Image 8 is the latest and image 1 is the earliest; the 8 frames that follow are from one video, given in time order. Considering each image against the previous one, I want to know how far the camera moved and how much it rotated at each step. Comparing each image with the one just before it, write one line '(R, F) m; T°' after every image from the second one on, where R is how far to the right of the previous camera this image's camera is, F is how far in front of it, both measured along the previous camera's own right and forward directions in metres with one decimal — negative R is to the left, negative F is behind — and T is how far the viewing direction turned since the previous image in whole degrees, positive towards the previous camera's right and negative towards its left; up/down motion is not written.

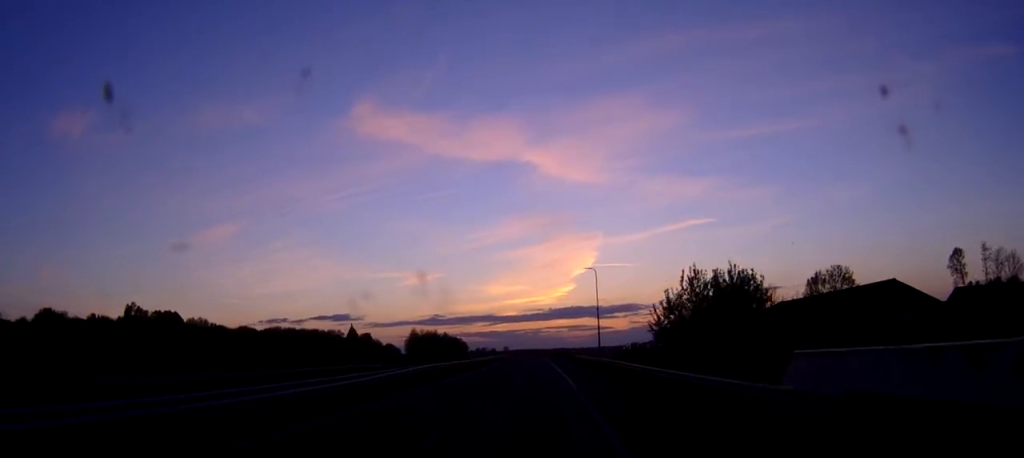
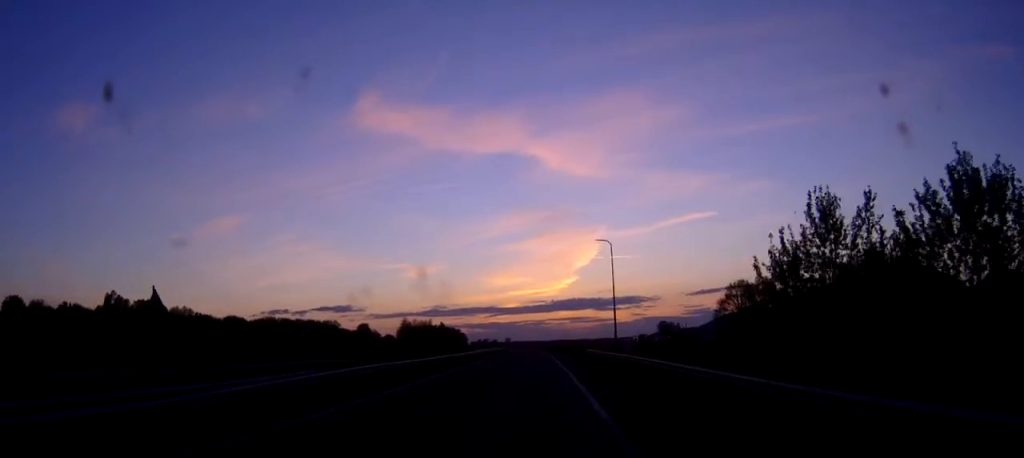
(0.0, +16.4) m; 0°
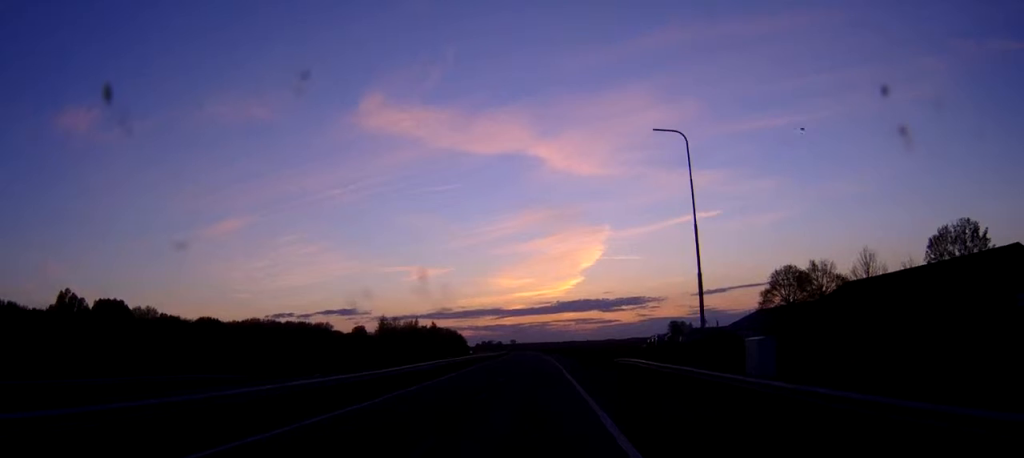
(-0.1, +33.7) m; -1°
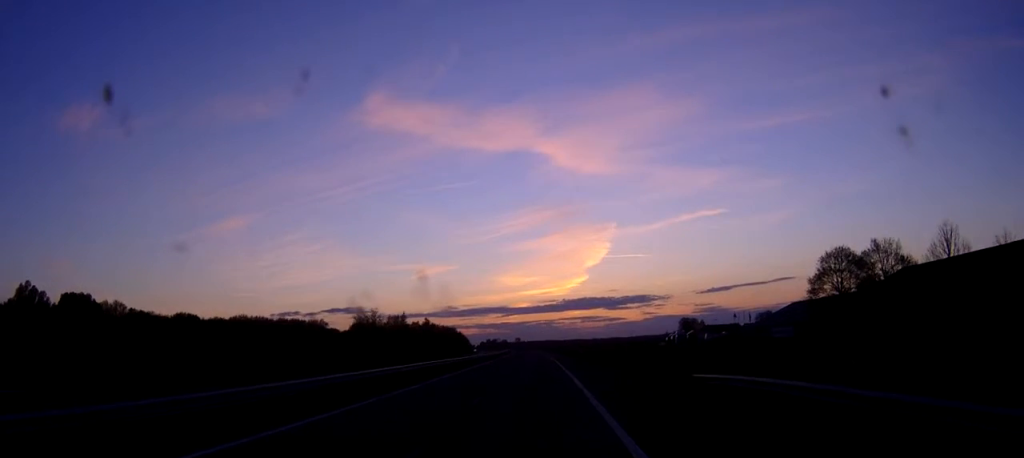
(-0.2, +25.9) m; -1°
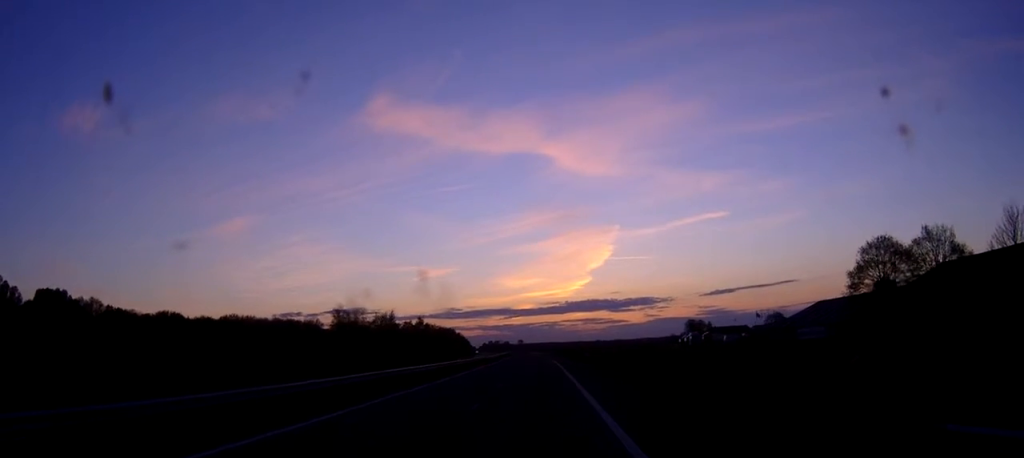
(-0.1, +16.3) m; 0°
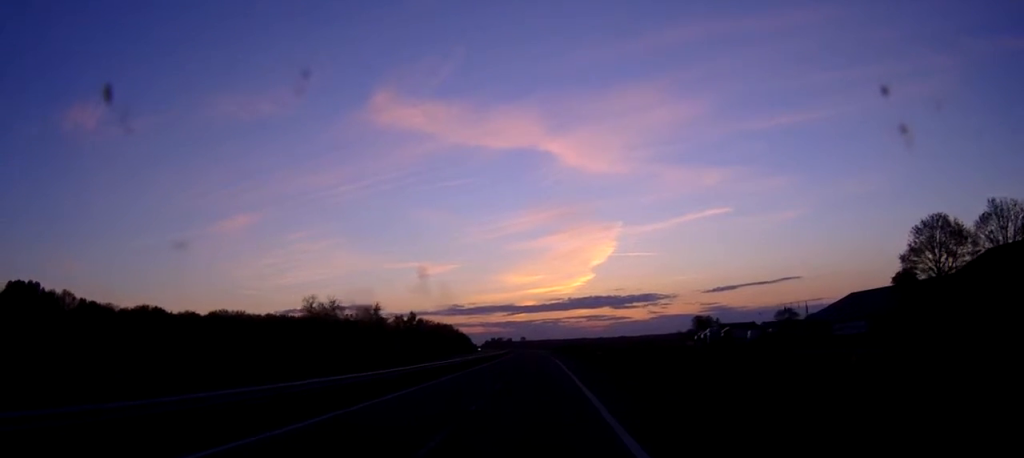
(0.0, +17.2) m; 0°
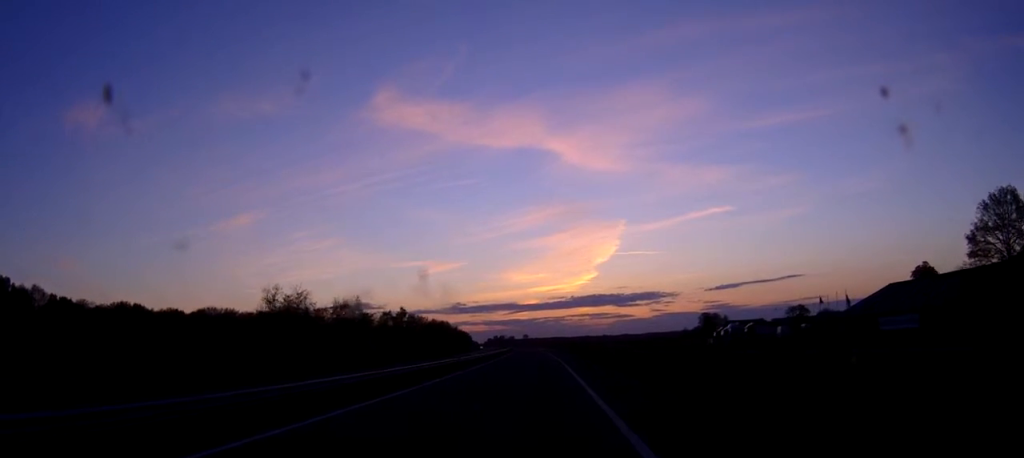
(0.0, +17.3) m; 0°
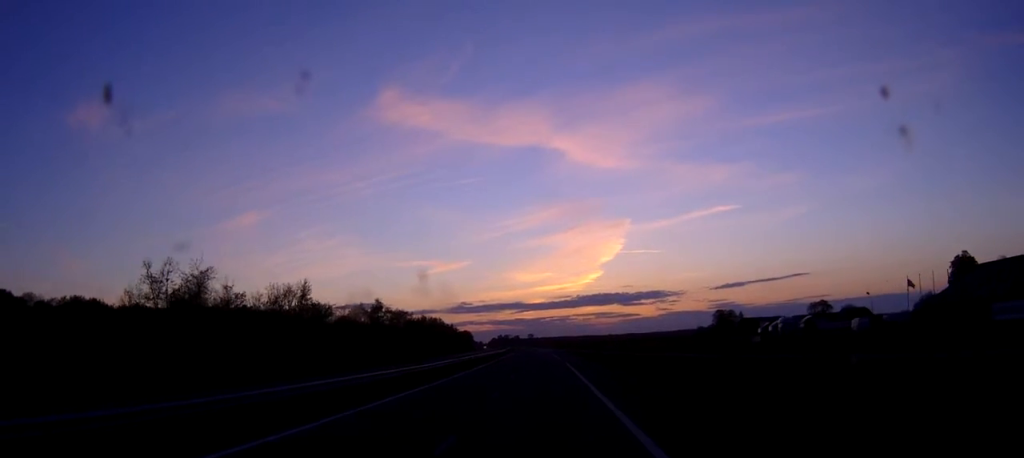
(0.0, +31.1) m; 0°
